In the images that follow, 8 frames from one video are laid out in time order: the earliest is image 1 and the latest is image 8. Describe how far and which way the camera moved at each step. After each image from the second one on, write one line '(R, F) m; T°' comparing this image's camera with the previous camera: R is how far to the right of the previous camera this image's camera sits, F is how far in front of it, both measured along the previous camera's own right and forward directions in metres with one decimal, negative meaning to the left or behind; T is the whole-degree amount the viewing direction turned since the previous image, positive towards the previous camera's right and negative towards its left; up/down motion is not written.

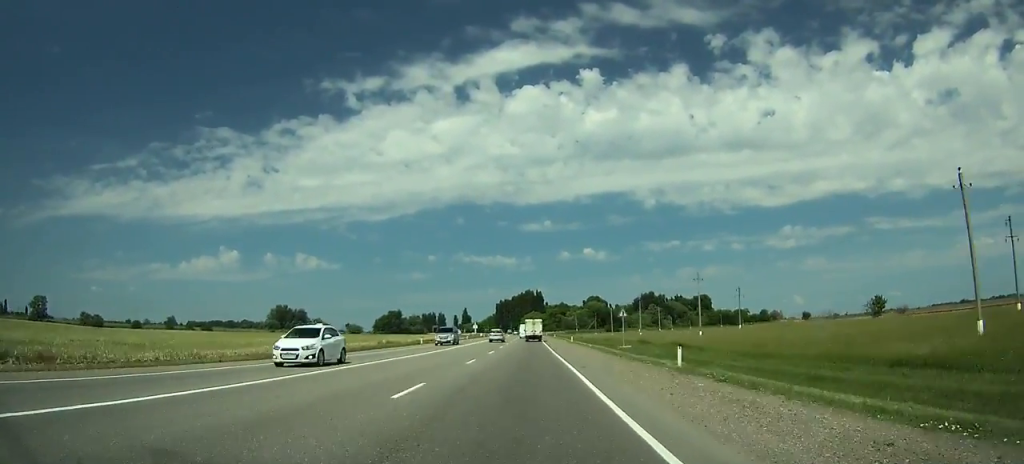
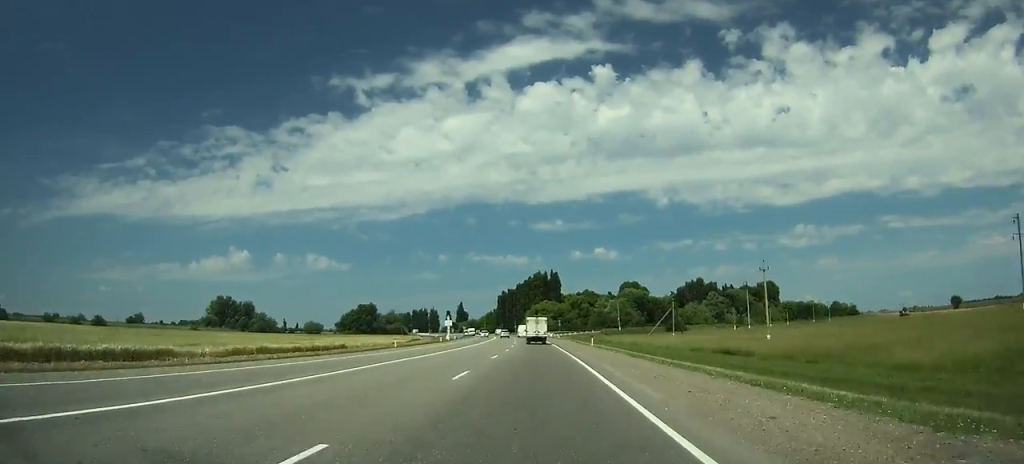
(-0.3, +116.8) m; -1°
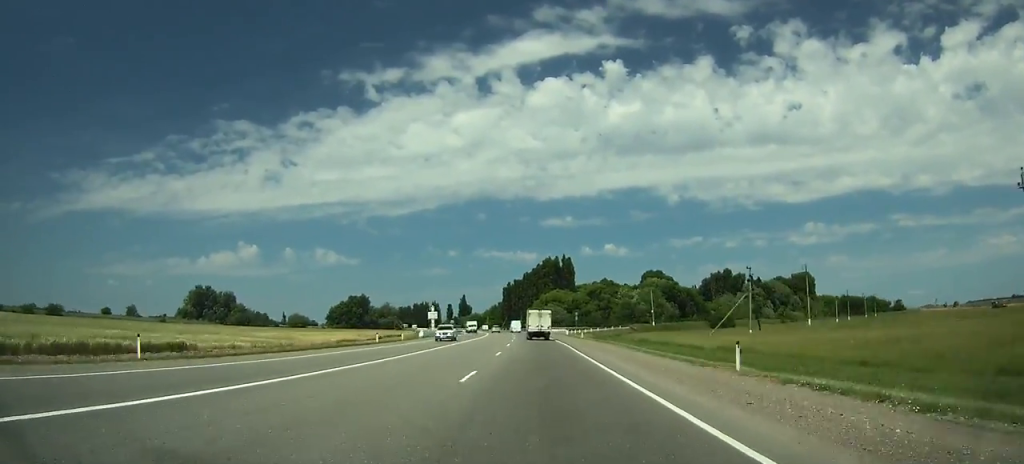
(+0.1, +37.0) m; -1°
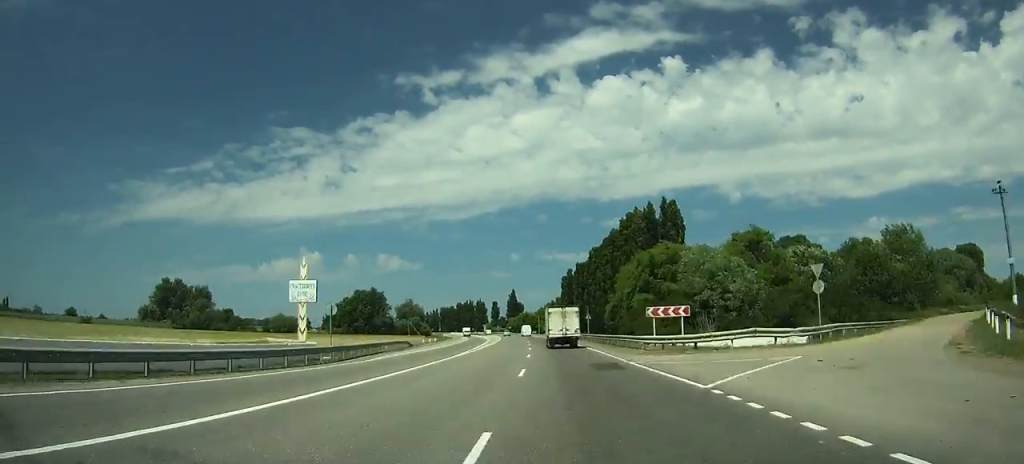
(-3.6, +93.6) m; -5°
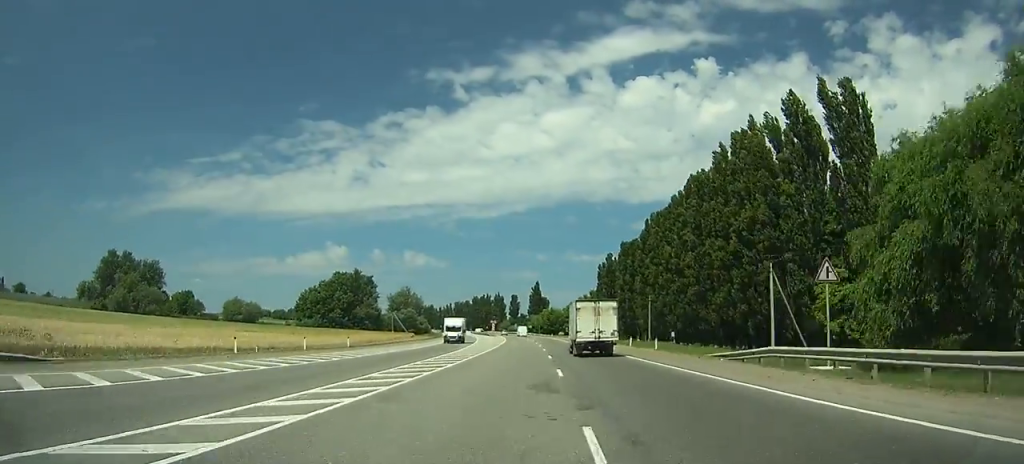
(-2.3, +59.6) m; -3°
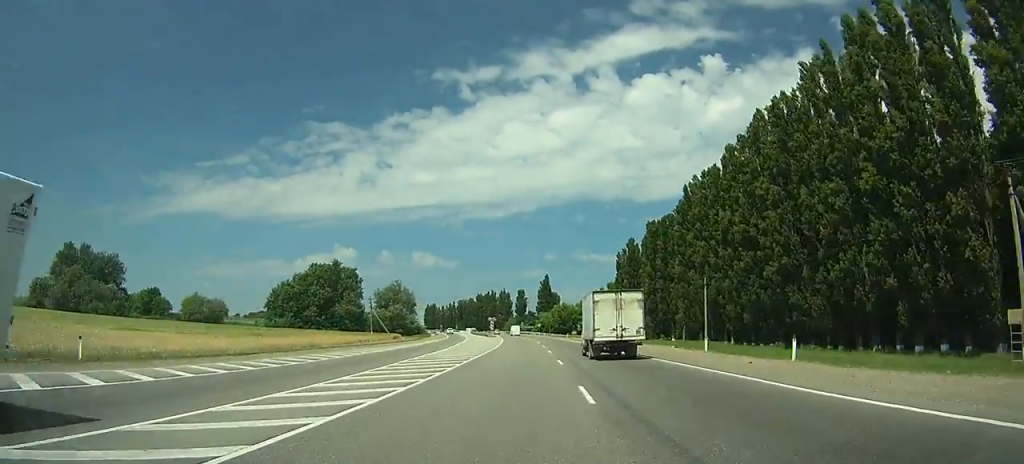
(-0.5, +31.5) m; -1°
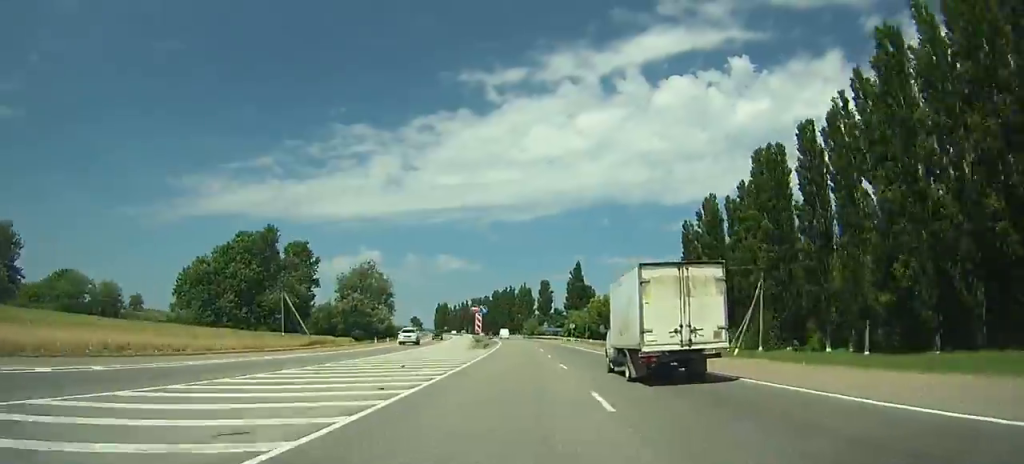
(-0.9, +61.1) m; -2°
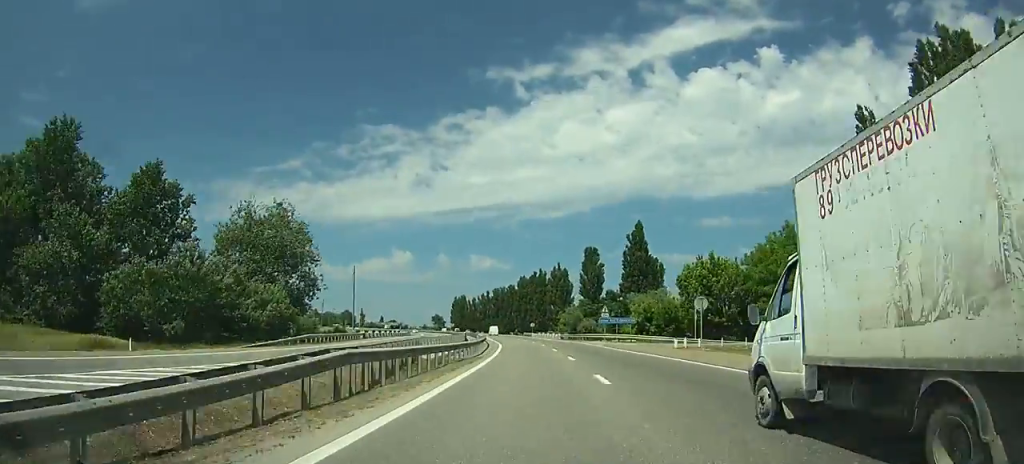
(-1.4, +66.8) m; -3°
